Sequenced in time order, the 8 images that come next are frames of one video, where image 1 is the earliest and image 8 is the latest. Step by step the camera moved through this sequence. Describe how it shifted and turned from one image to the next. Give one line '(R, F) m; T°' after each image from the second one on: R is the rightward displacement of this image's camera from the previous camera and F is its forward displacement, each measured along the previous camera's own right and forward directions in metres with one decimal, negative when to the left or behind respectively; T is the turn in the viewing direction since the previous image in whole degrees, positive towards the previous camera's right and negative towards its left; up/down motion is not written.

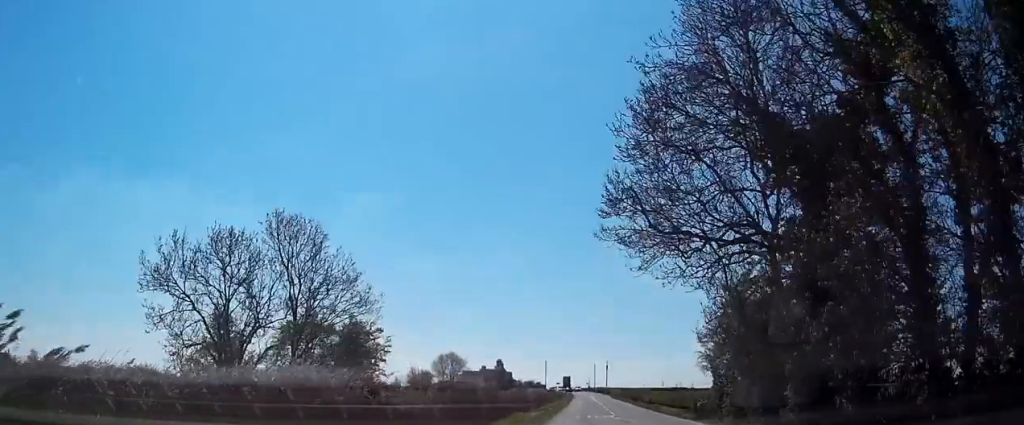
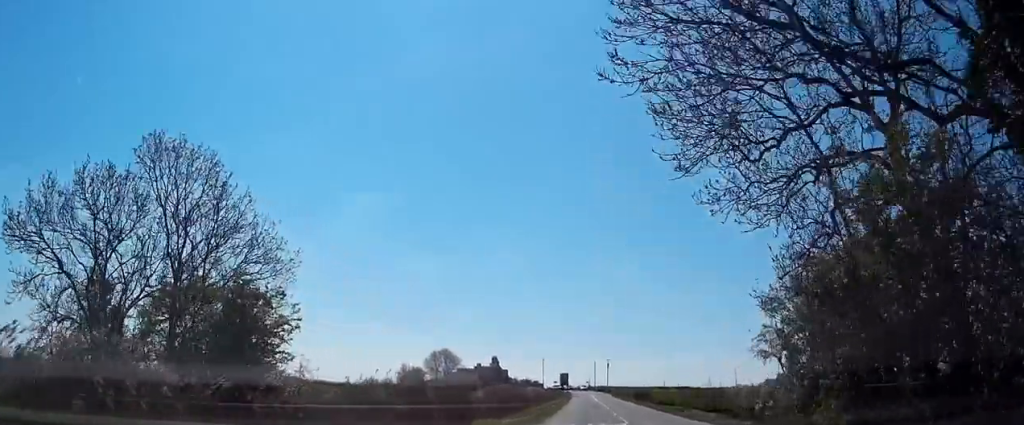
(0.0, +12.4) m; 0°
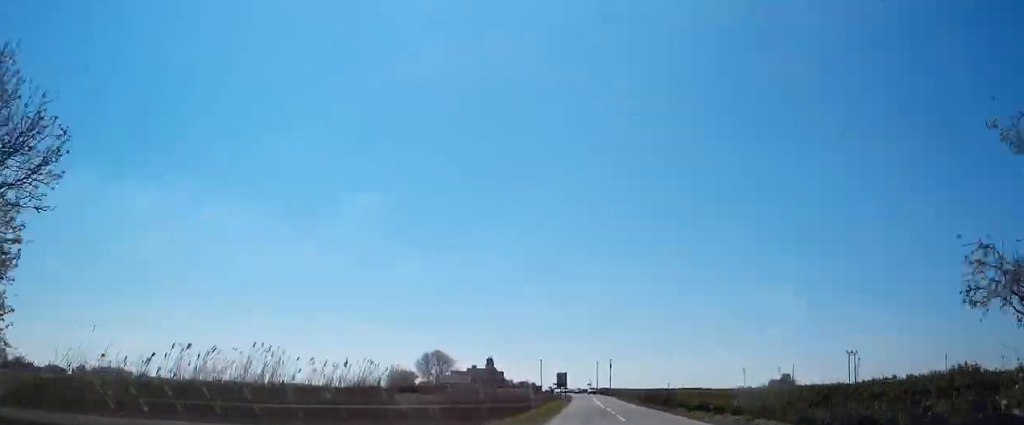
(0.0, +13.8) m; 0°
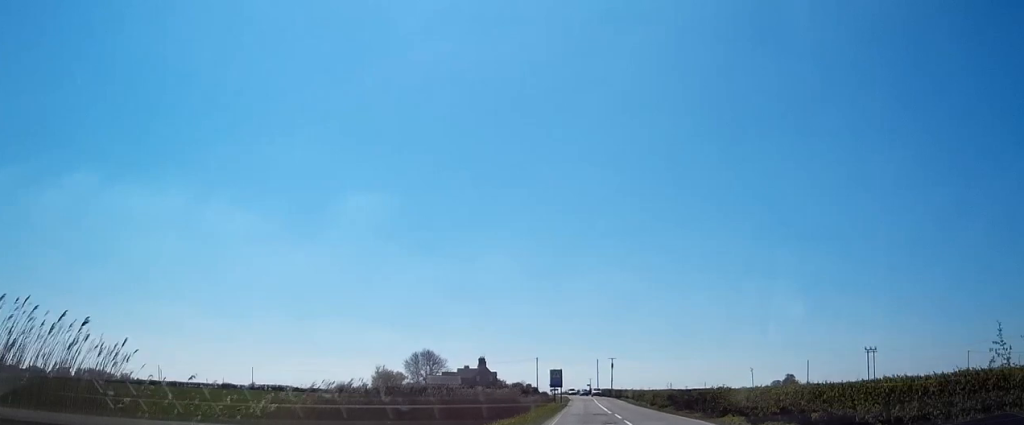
(0.0, +15.4) m; 0°
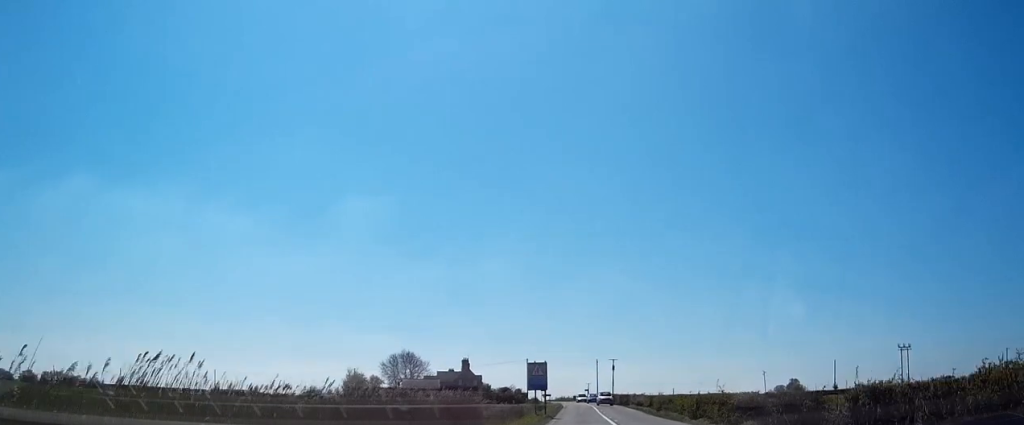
(0.0, +22.7) m; 0°
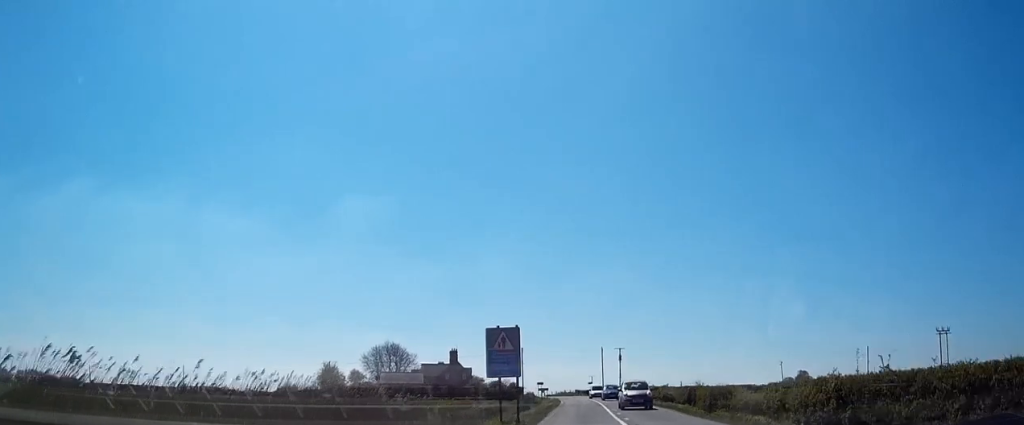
(+0.1, +19.8) m; 0°
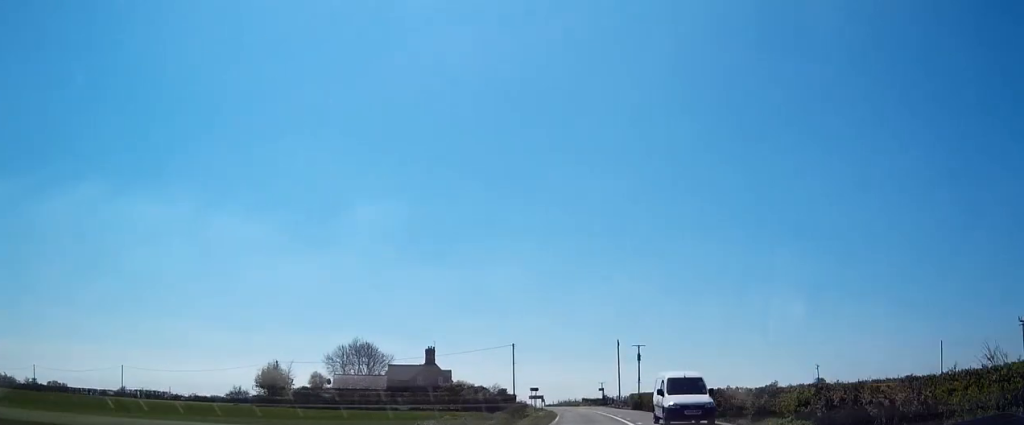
(-0.2, +31.9) m; -1°
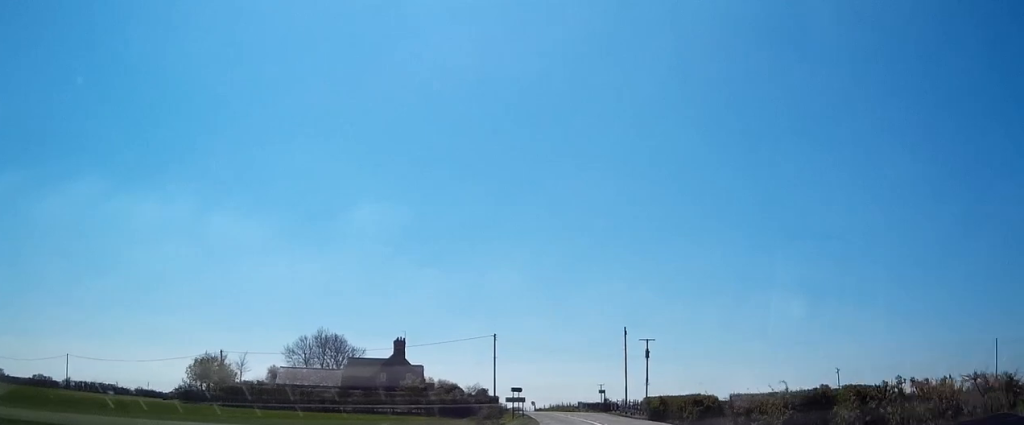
(0.0, +19.5) m; 0°
